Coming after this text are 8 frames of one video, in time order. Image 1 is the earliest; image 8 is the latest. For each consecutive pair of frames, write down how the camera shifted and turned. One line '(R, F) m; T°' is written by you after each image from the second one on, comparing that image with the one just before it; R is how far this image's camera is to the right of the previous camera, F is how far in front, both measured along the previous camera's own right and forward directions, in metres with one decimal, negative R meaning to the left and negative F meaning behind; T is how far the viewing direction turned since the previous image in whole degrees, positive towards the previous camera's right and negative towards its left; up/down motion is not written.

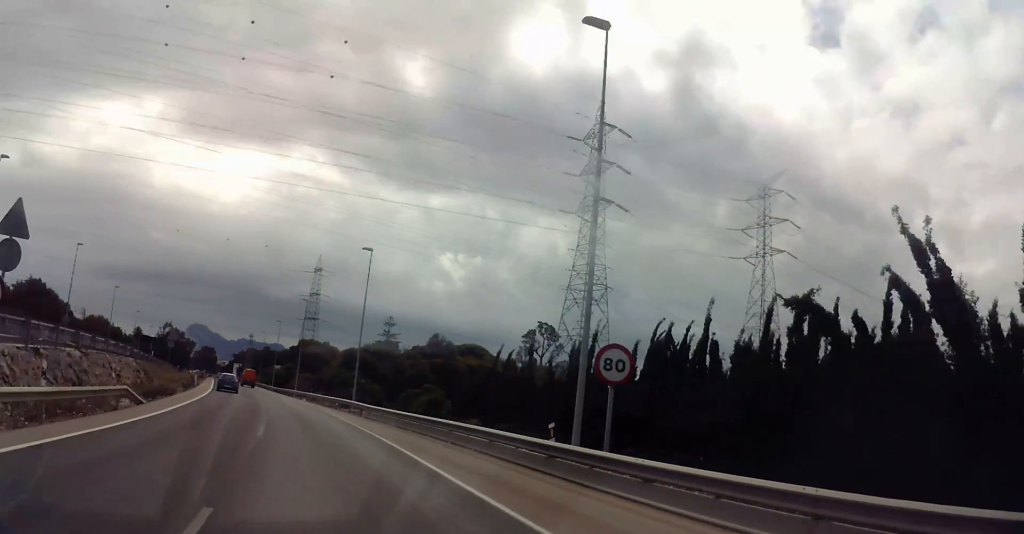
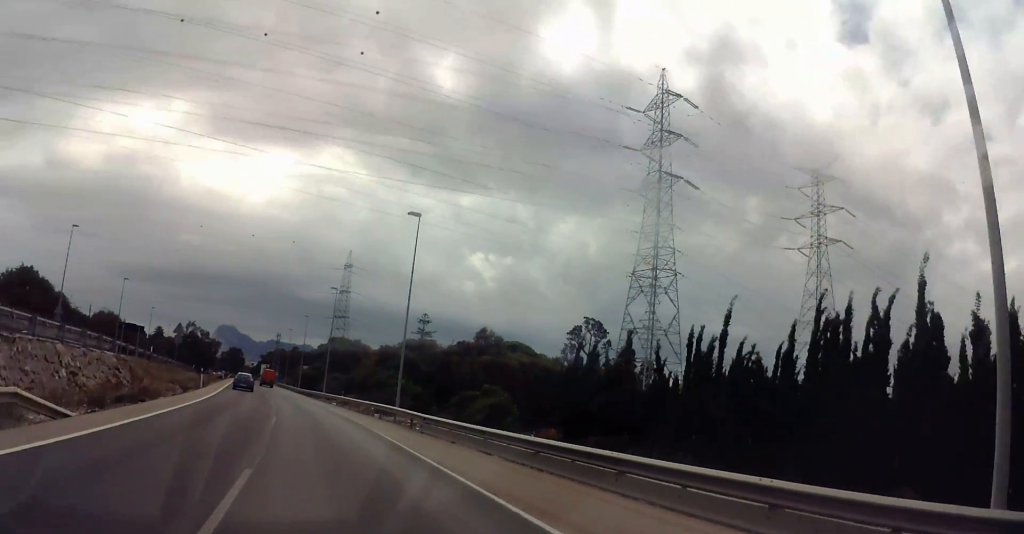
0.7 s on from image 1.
(-0.2, +11.2) m; -2°
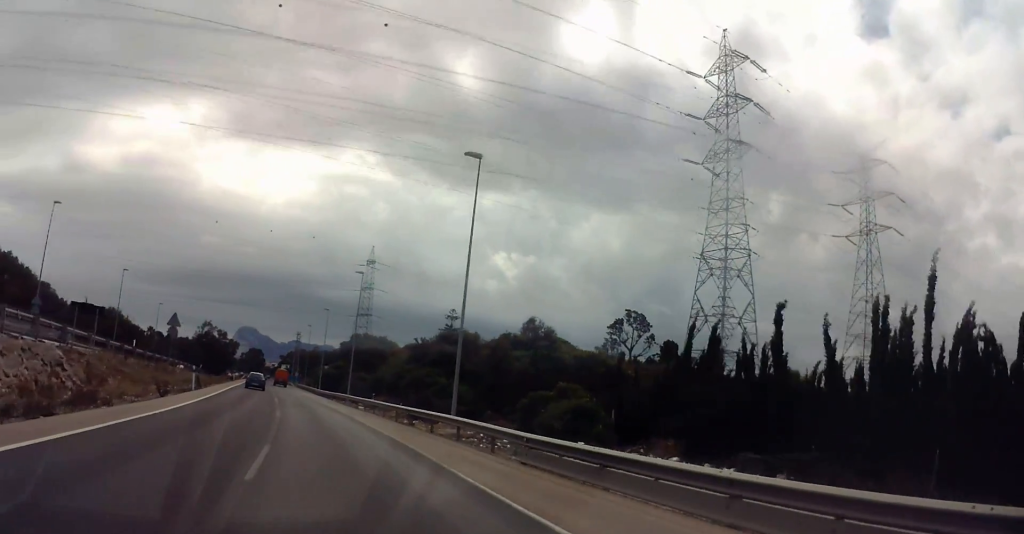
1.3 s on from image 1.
(+0.1, +10.6) m; -1°
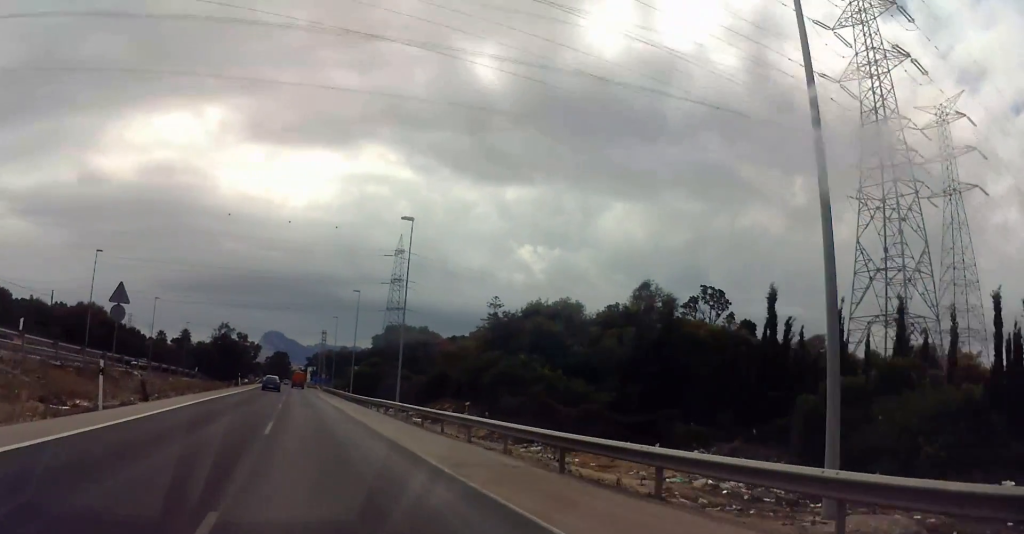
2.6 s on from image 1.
(-0.8, +21.6) m; -2°
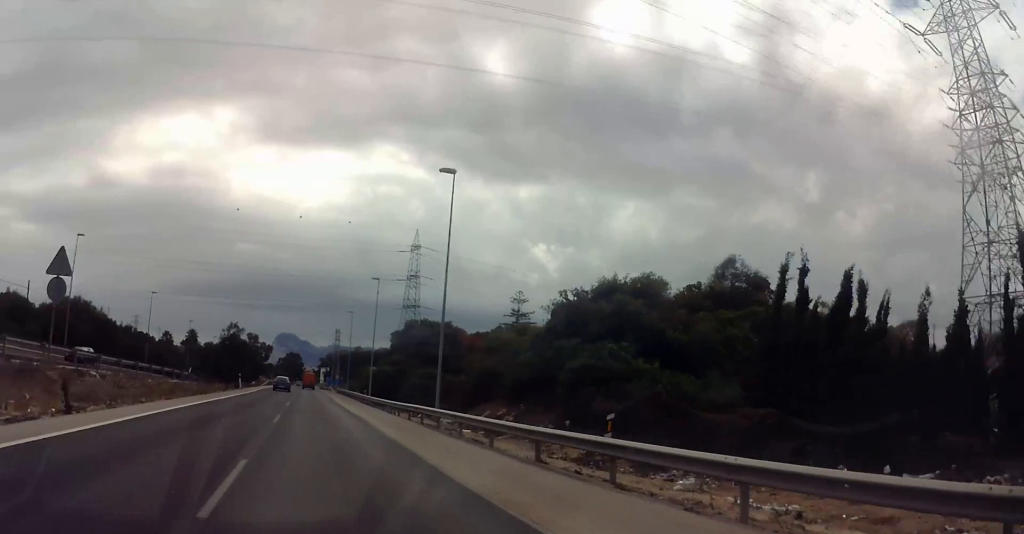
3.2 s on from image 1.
(-0.1, +9.5) m; 0°
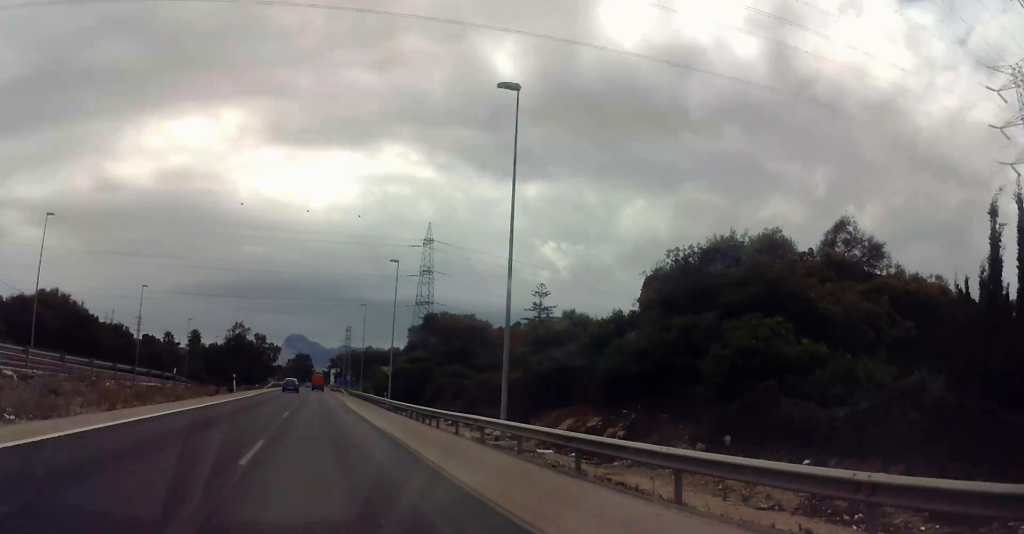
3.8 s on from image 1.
(0.0, +10.3) m; 0°
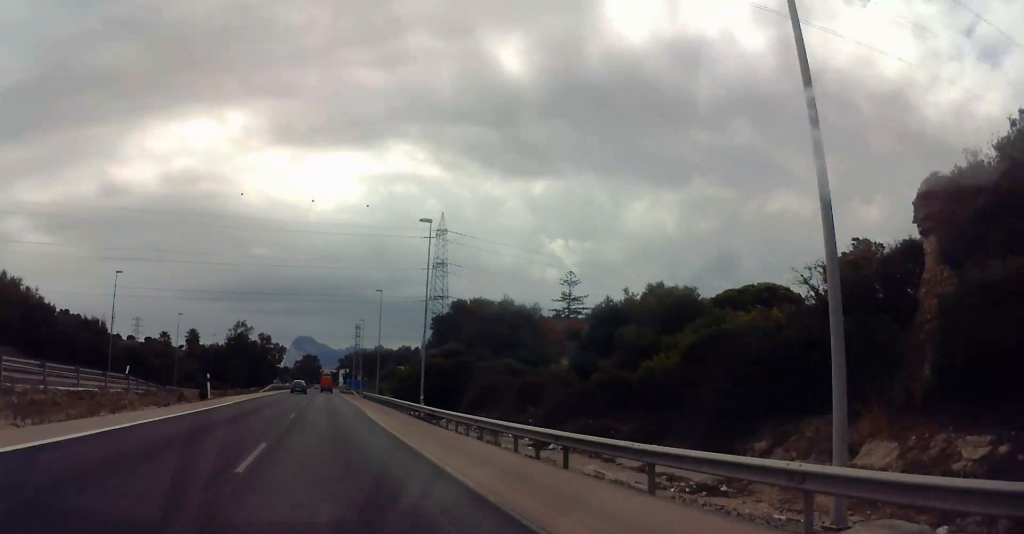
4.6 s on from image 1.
(+0.1, +15.2) m; 0°
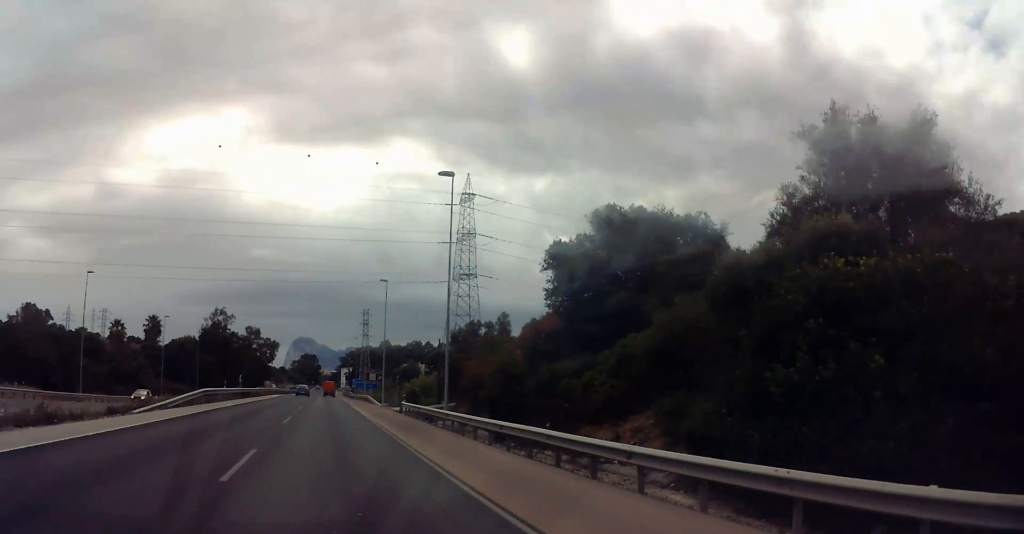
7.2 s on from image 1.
(-0.1, +44.9) m; -1°
